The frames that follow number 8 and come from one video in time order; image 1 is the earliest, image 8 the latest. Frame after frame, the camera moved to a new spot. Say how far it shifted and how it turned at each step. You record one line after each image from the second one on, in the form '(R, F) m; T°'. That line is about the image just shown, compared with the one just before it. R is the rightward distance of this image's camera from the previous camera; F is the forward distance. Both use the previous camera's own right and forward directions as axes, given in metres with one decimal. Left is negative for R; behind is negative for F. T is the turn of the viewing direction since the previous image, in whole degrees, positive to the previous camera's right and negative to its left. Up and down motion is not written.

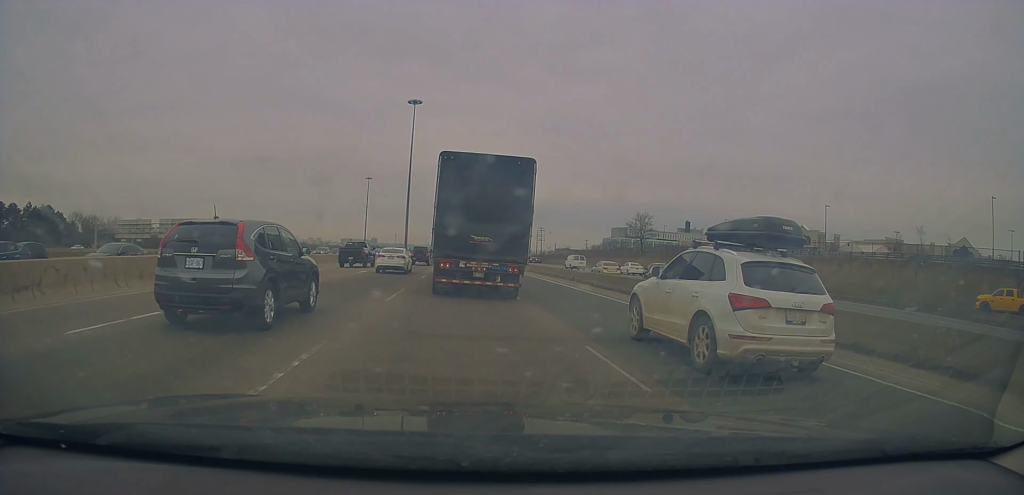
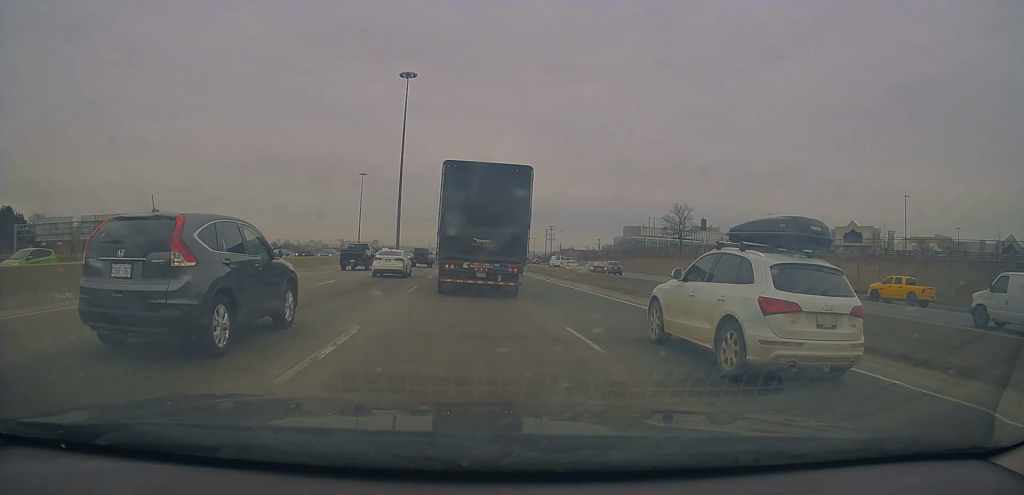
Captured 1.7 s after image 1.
(0.0, +19.7) m; 0°
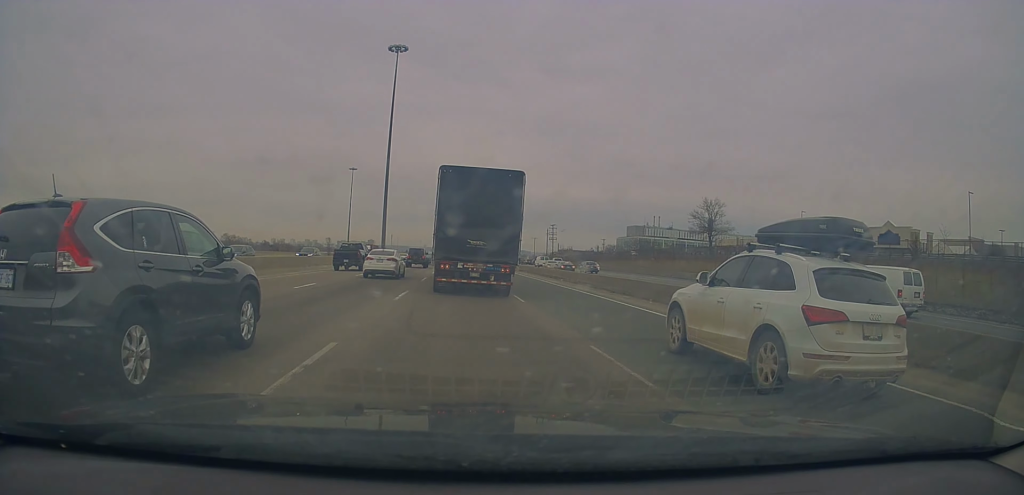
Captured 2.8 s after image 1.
(-0.1, +12.3) m; -2°
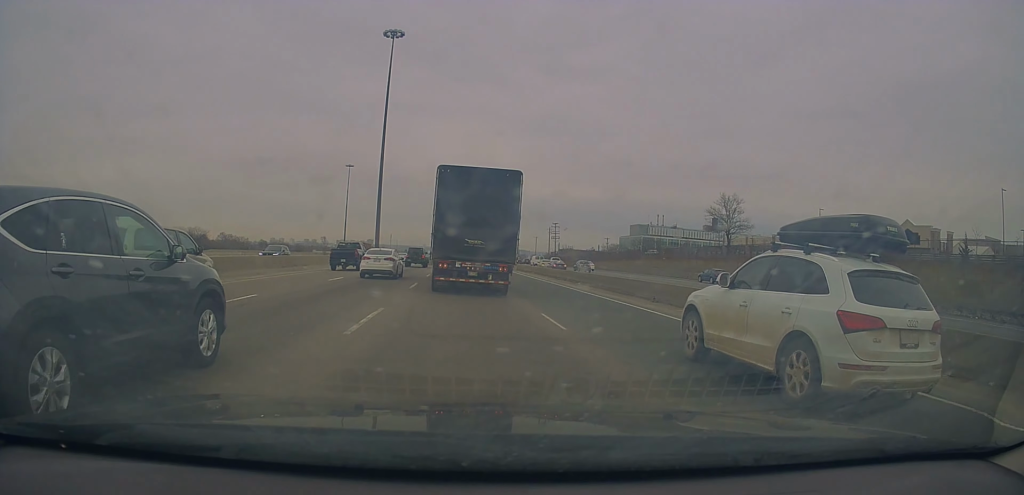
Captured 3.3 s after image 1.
(-0.3, +6.0) m; +1°
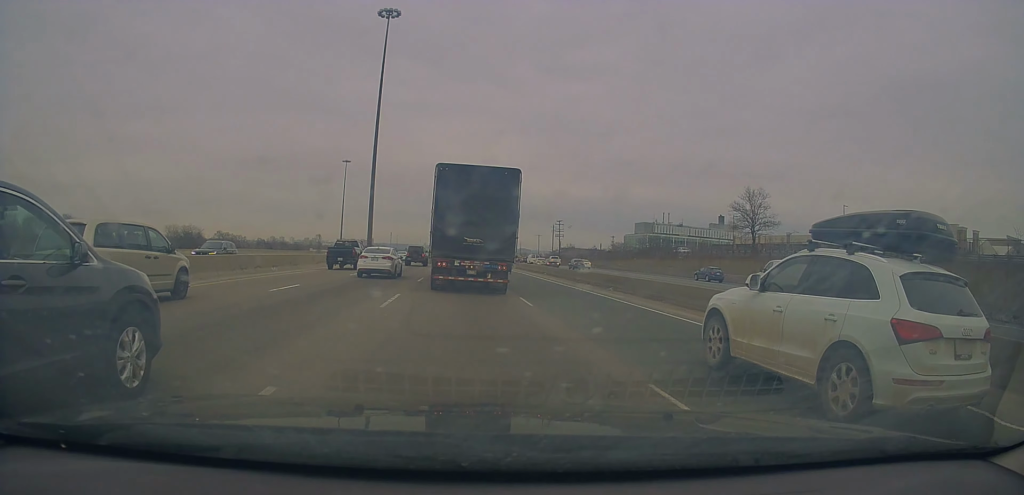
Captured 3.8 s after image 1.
(0.0, +6.7) m; 0°
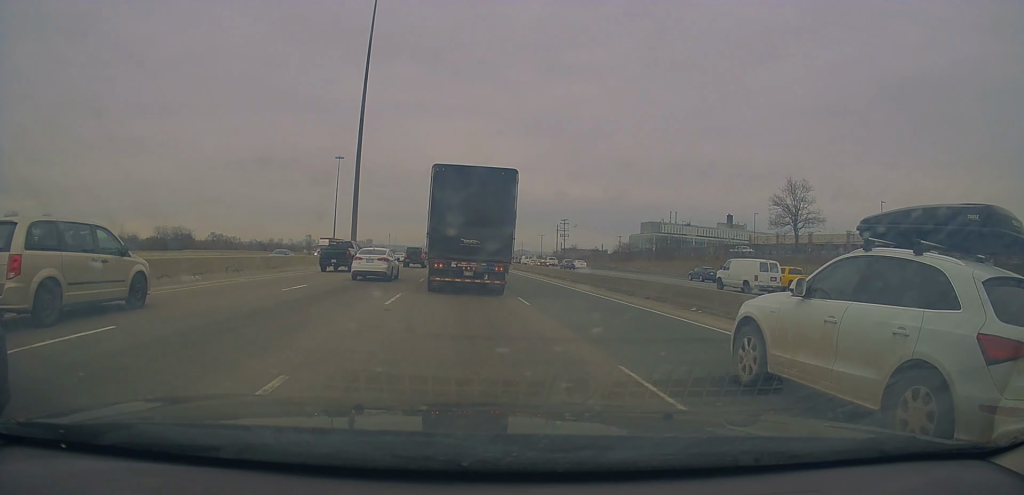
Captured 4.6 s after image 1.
(+0.7, +10.0) m; 0°
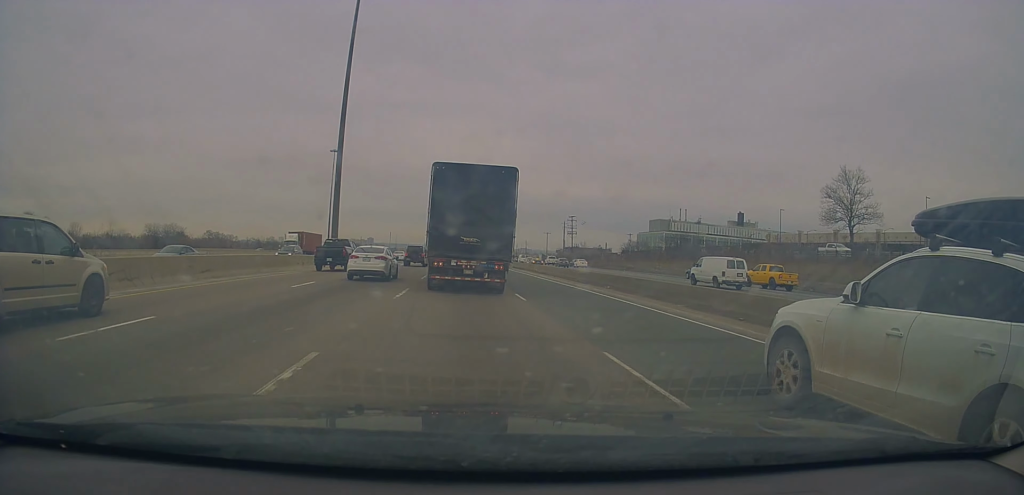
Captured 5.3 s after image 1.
(-0.7, +10.1) m; -1°
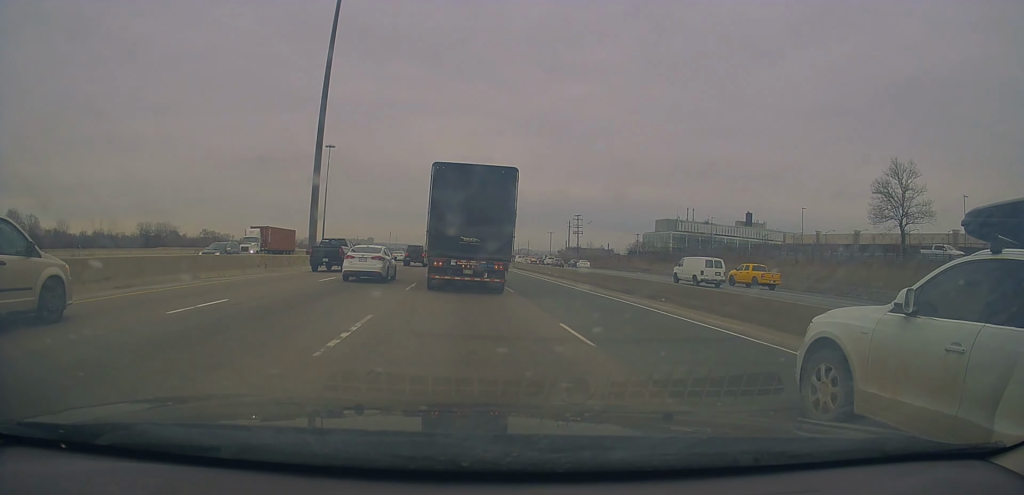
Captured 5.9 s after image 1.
(0.0, +8.1) m; +1°
